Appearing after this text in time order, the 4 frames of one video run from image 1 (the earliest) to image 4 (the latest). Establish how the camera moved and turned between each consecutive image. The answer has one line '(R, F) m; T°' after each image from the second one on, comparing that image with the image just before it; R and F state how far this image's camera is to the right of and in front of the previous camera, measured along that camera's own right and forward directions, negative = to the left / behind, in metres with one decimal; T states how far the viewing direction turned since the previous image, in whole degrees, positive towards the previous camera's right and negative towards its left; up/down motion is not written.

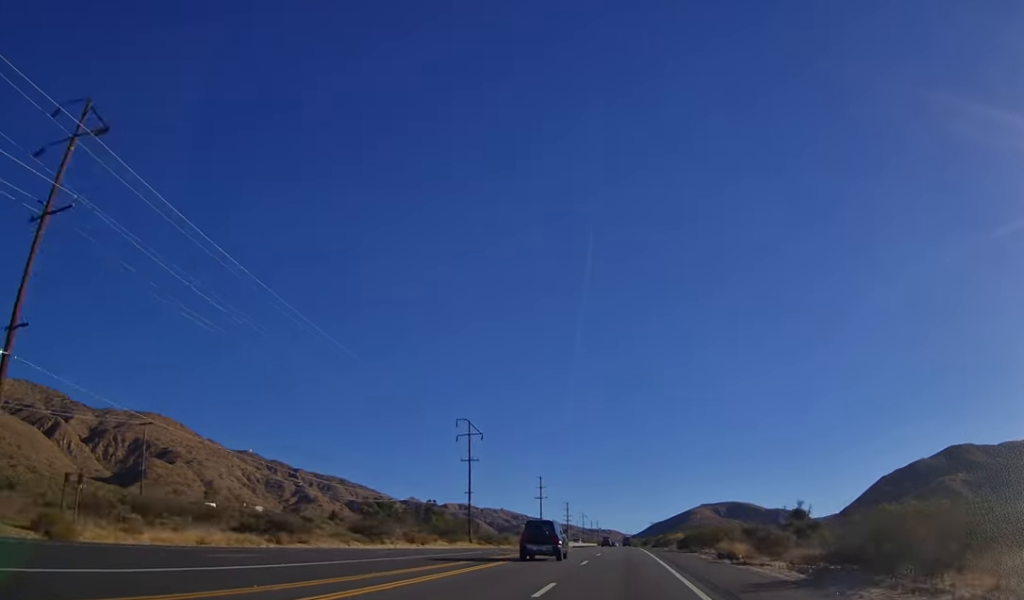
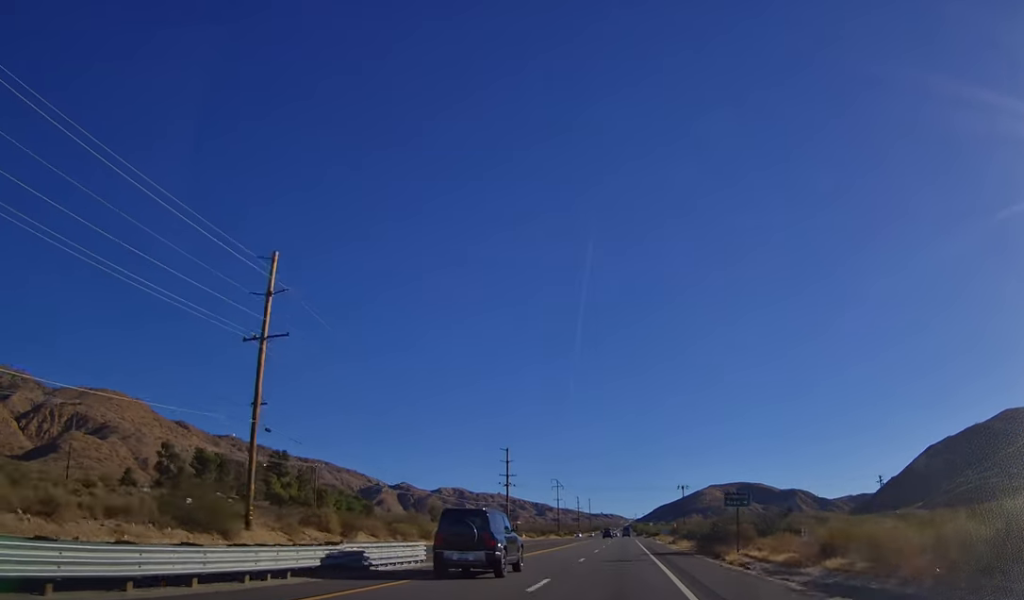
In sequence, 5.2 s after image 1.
(+2.6, +145.6) m; +1°
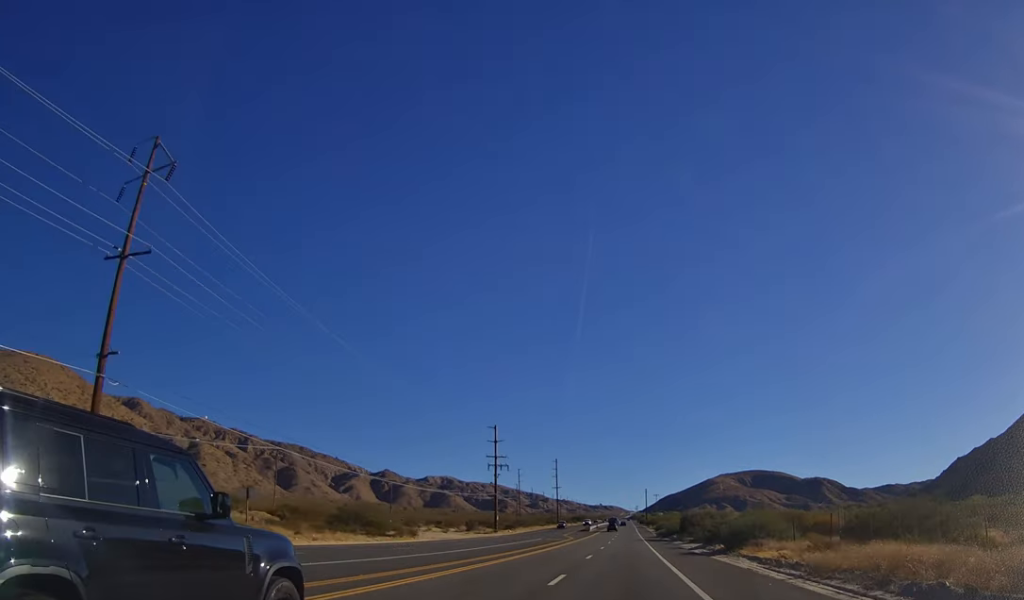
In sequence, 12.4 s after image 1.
(-1.6, +205.1) m; -1°
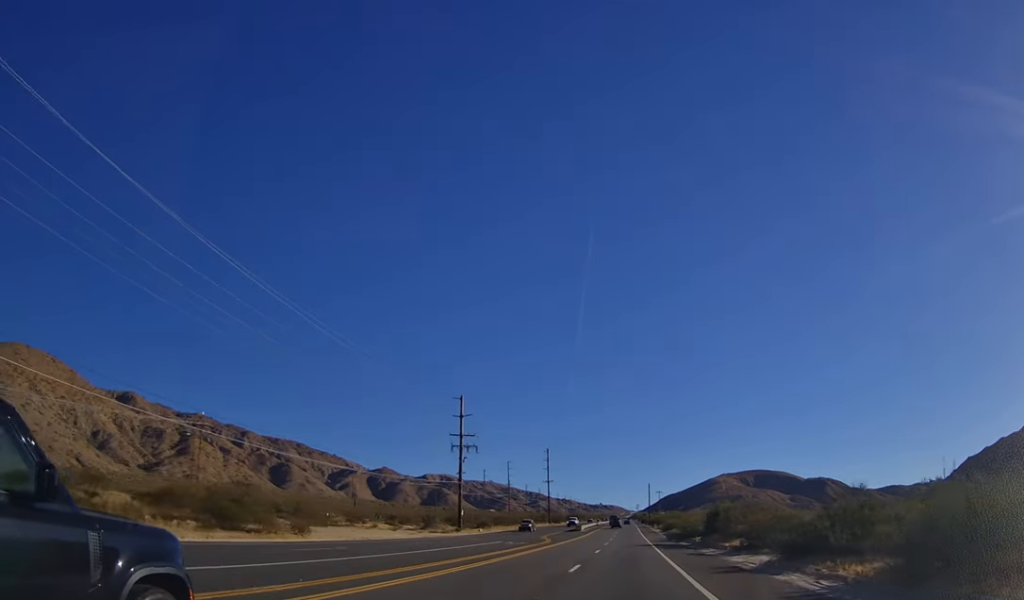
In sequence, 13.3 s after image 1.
(-0.1, +25.2) m; 0°
